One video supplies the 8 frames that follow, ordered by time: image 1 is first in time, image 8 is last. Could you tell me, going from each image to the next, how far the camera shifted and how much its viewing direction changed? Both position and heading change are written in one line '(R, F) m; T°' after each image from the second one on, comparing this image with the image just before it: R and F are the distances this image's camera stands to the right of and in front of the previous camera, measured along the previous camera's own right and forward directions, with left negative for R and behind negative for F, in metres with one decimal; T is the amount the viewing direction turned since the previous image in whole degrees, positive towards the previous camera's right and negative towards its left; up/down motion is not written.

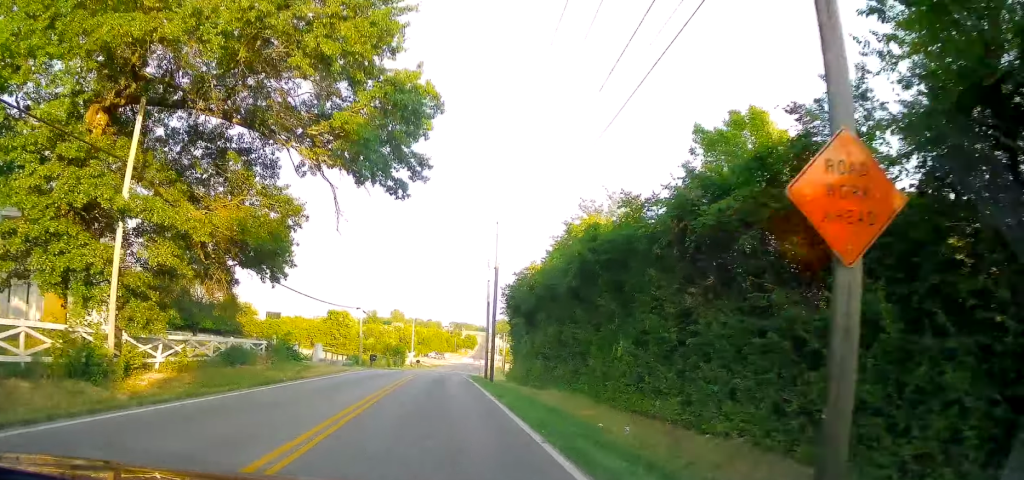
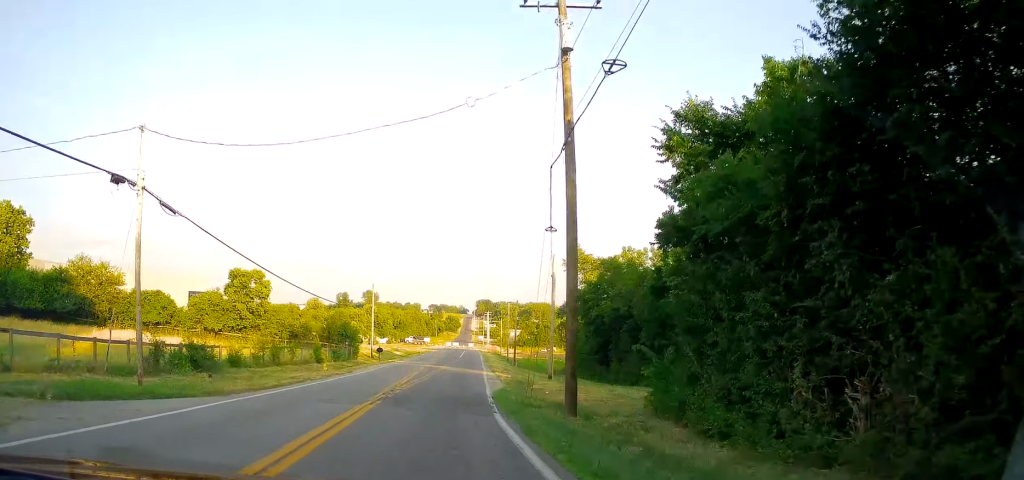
(+0.2, +46.2) m; +1°
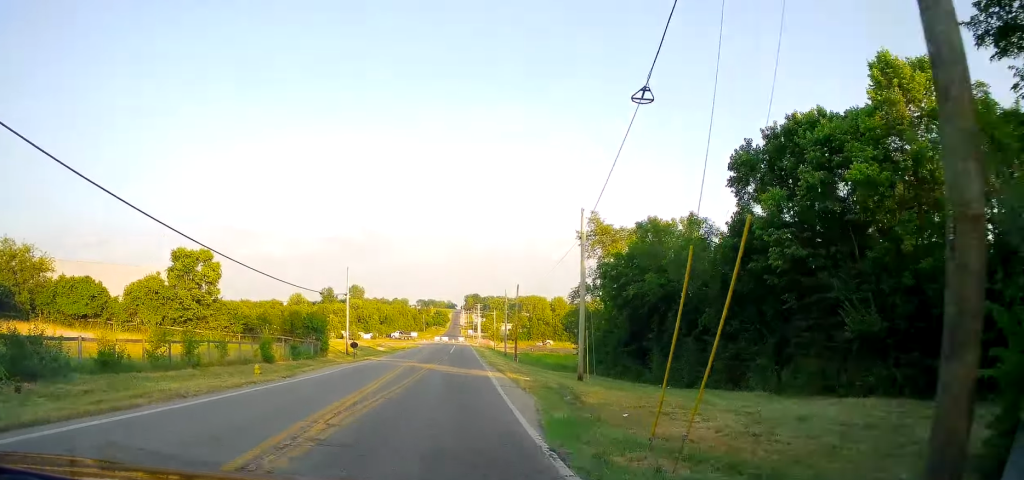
(+0.2, +13.1) m; +1°
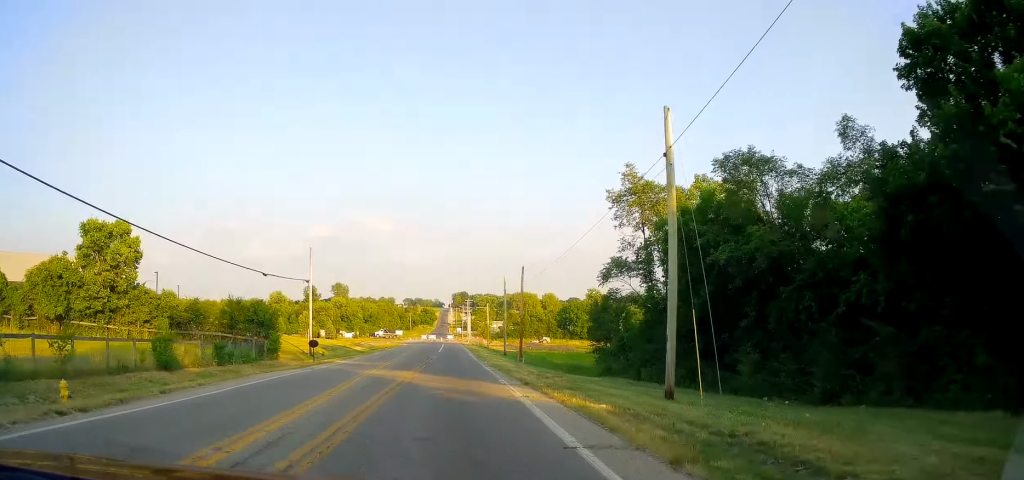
(0.0, +14.4) m; 0°
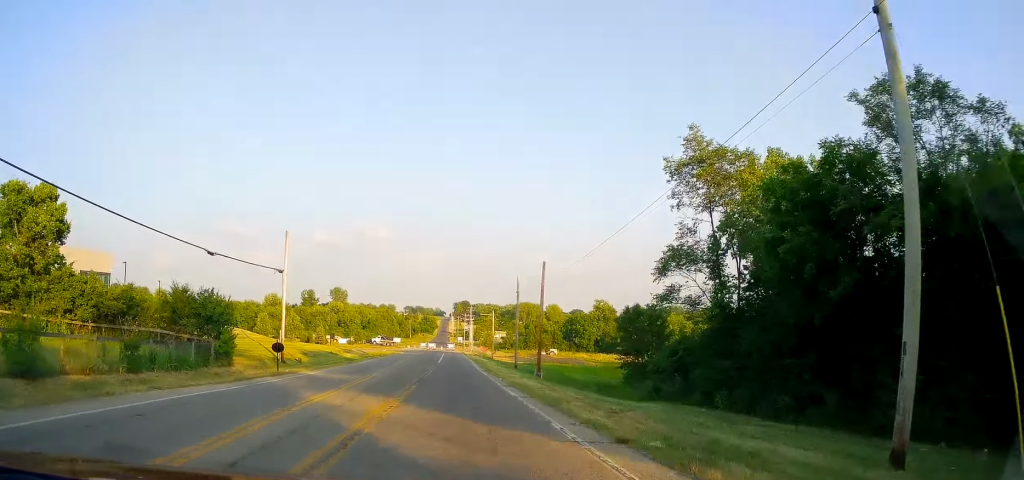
(0.0, +10.5) m; 0°
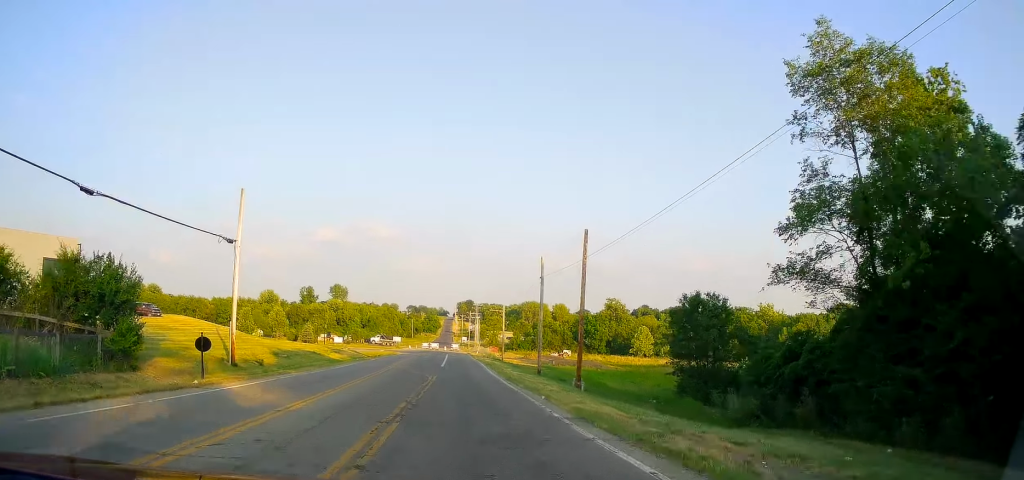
(0.0, +12.3) m; 0°
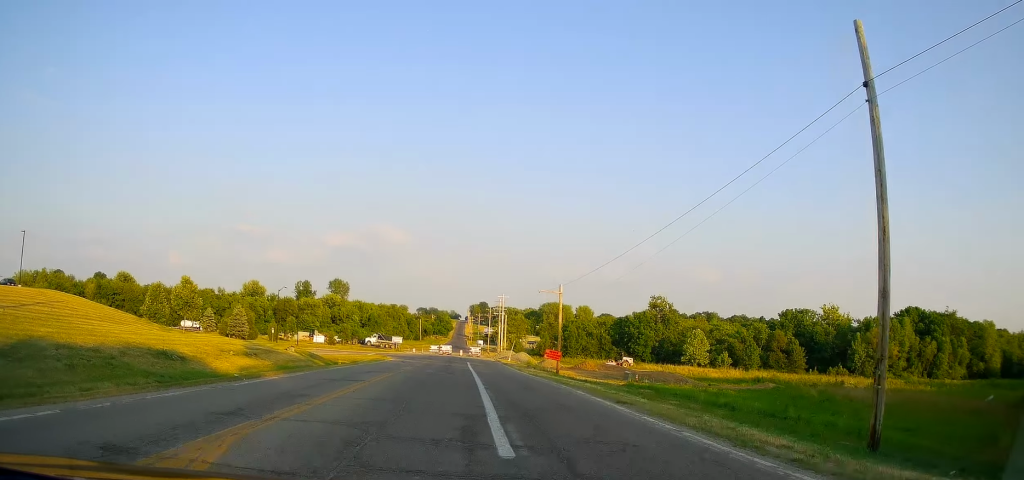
(-0.8, +37.5) m; -1°
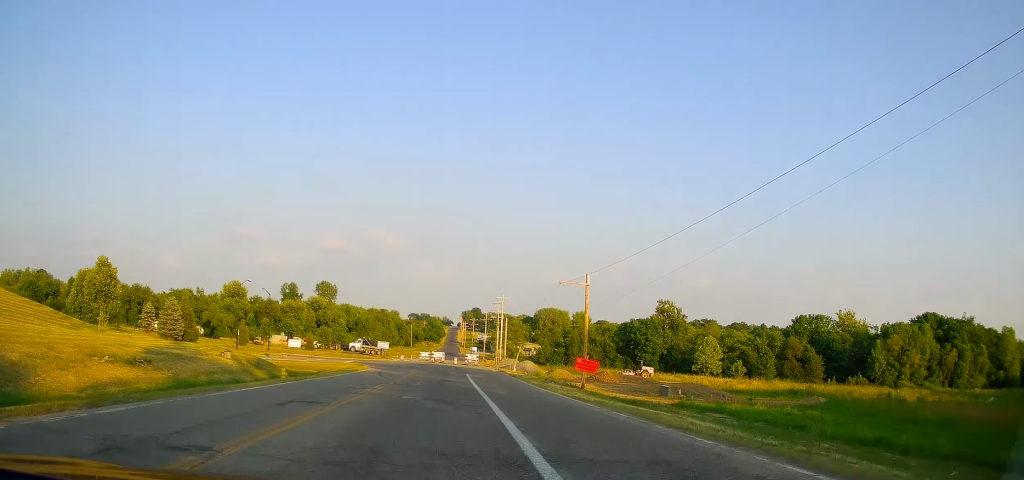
(+0.3, +13.6) m; +2°
